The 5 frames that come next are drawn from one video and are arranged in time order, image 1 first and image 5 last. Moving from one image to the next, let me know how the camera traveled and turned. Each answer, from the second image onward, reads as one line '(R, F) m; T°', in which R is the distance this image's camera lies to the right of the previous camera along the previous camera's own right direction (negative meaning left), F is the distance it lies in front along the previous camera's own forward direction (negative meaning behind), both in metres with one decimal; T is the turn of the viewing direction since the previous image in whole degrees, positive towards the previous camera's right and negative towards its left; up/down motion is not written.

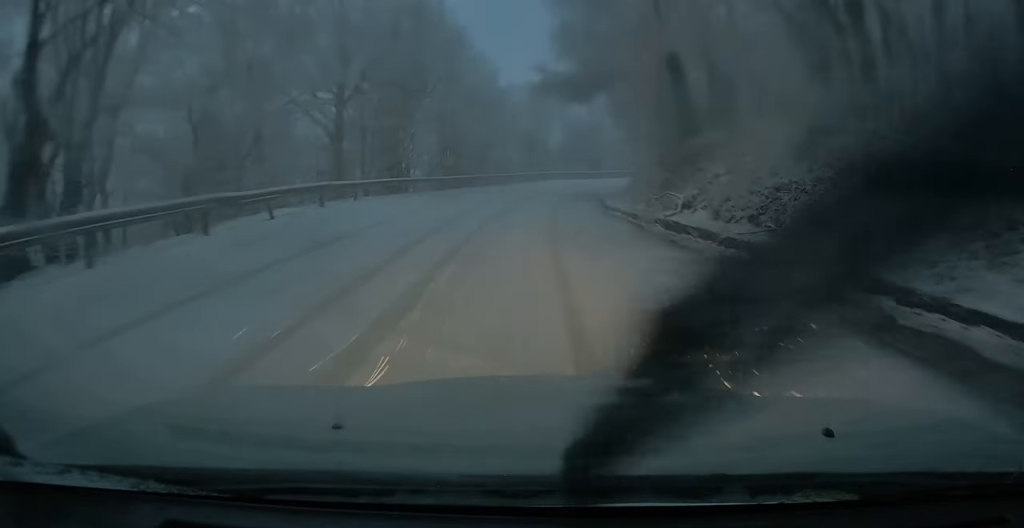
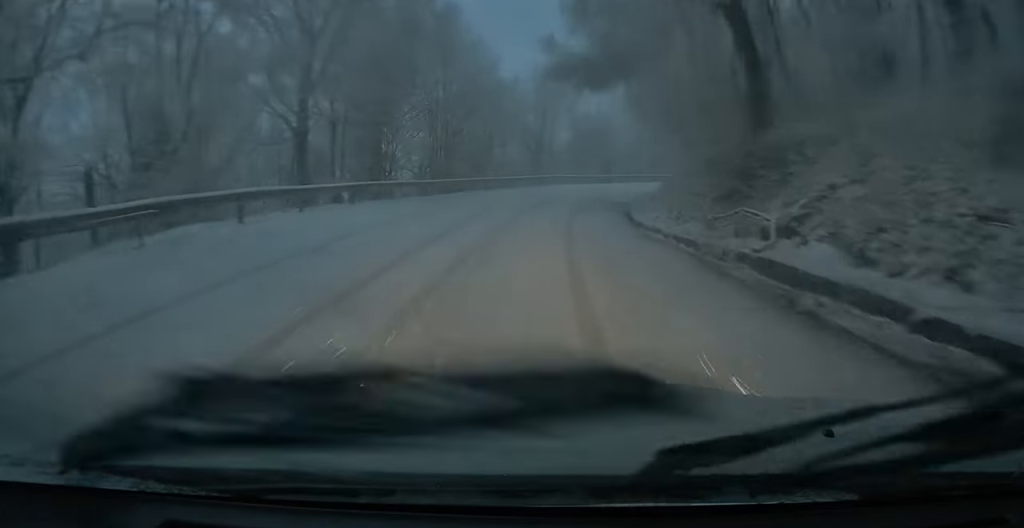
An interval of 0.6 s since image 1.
(0.0, +5.6) m; 0°
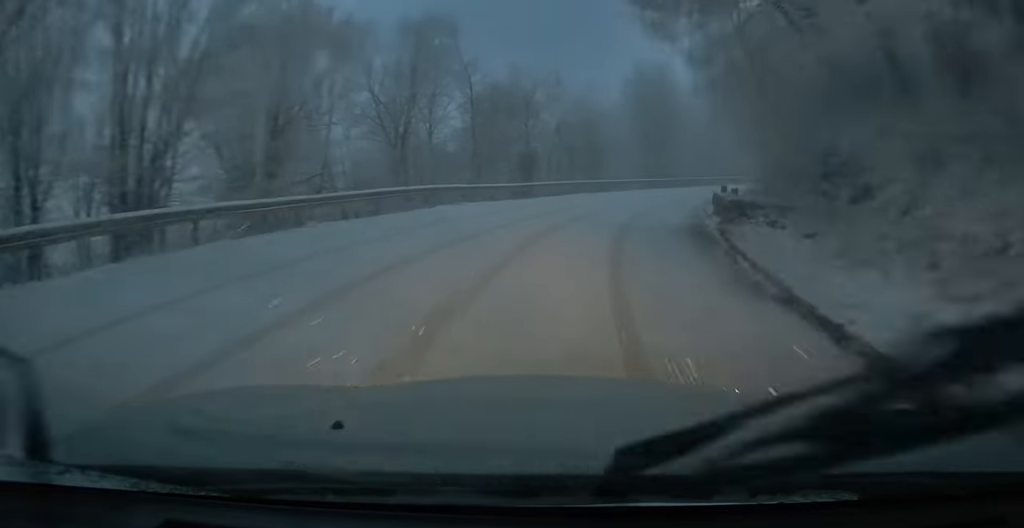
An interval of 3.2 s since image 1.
(+2.4, +23.5) m; +17°
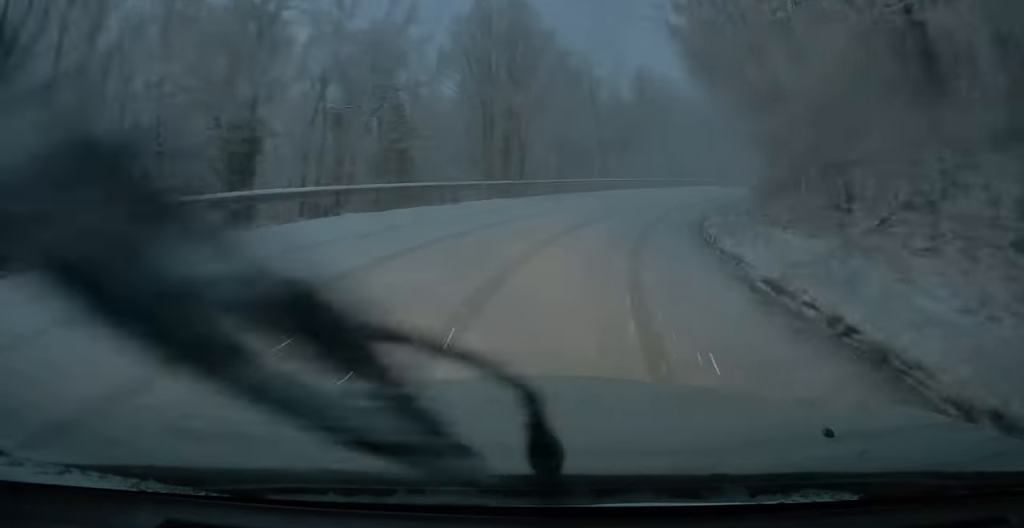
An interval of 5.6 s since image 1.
(+2.2, +19.3) m; +10°
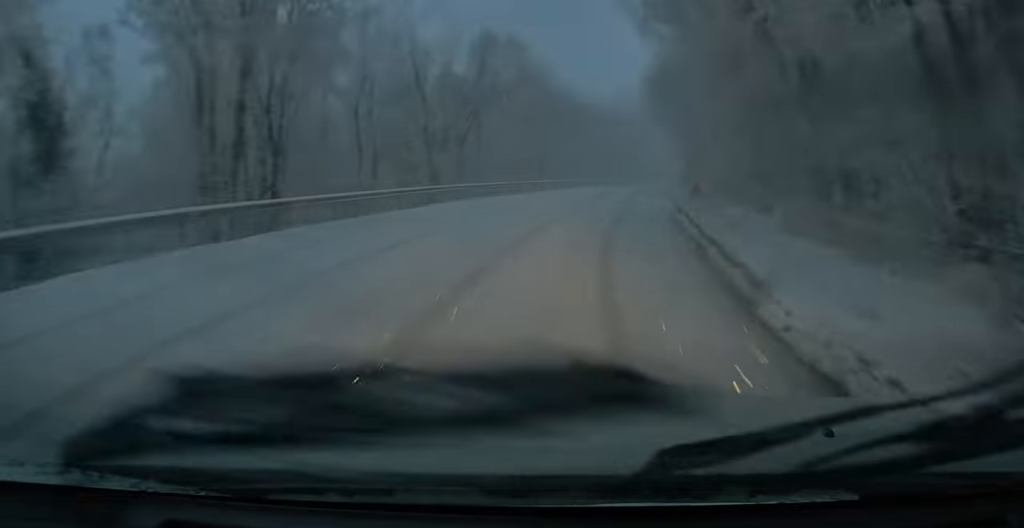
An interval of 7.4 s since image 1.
(+1.9, +14.6) m; +13°
